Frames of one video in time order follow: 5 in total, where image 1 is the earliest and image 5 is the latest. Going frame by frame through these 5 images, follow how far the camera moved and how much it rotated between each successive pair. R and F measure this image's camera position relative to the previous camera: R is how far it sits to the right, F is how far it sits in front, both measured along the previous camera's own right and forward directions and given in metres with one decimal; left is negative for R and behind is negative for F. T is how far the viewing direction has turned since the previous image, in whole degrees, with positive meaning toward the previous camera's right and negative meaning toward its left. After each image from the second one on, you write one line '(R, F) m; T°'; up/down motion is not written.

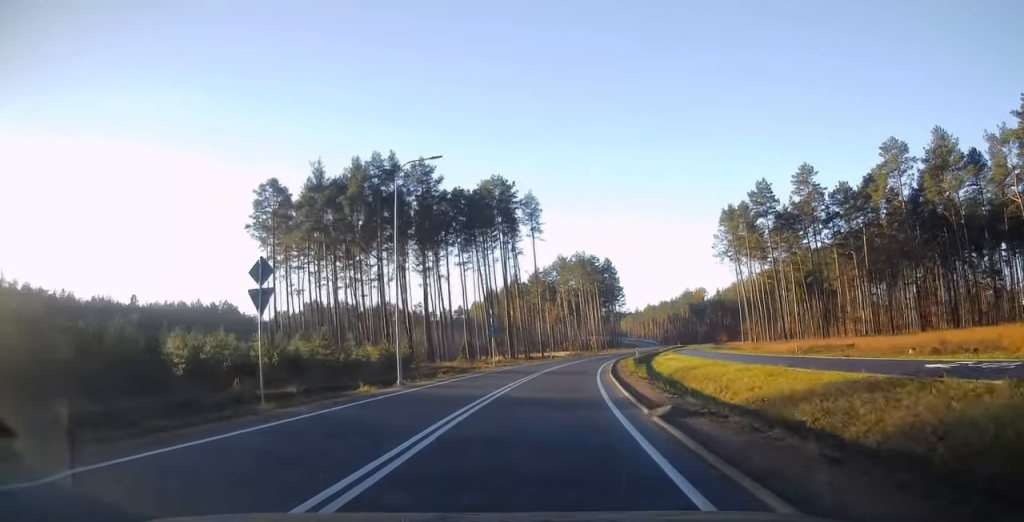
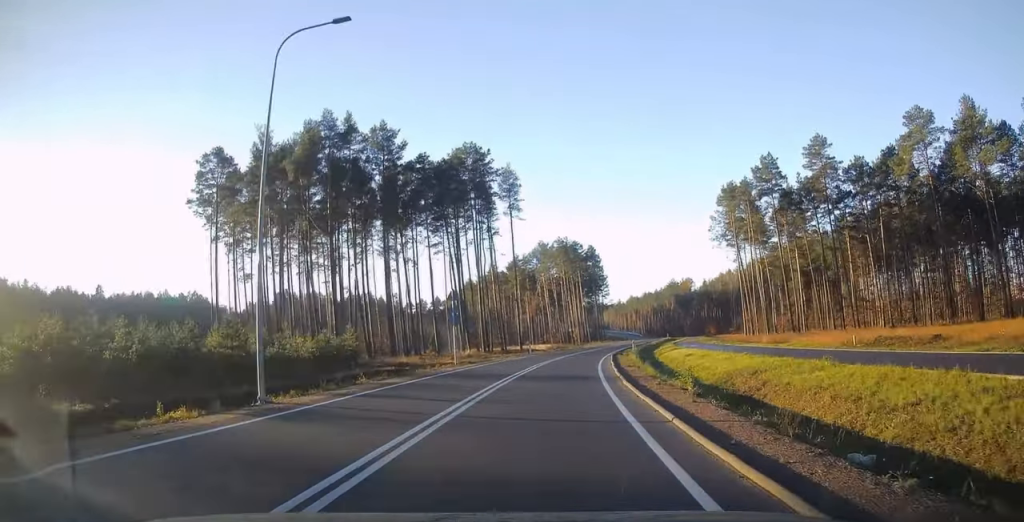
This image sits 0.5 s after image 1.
(+0.2, +10.9) m; +2°
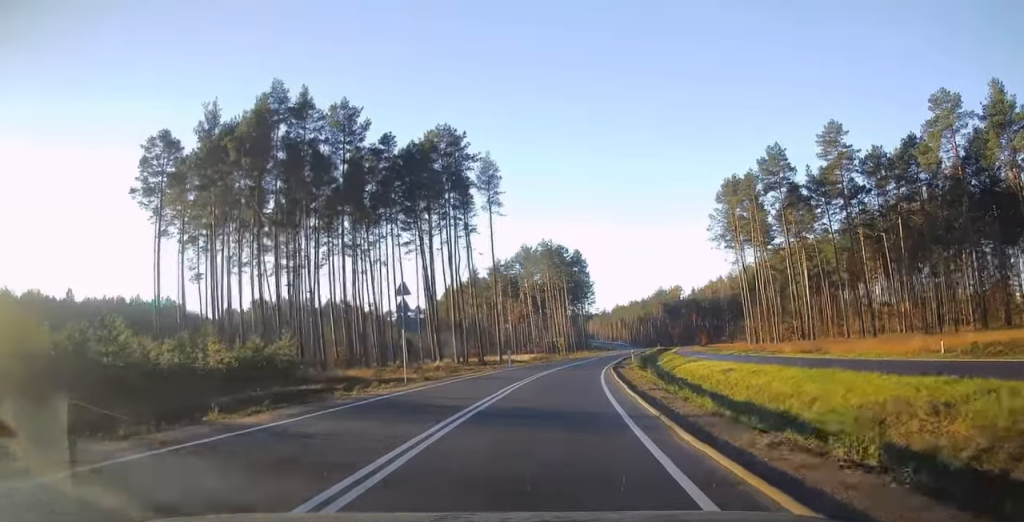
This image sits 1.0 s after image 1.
(0.0, +9.4) m; +2°
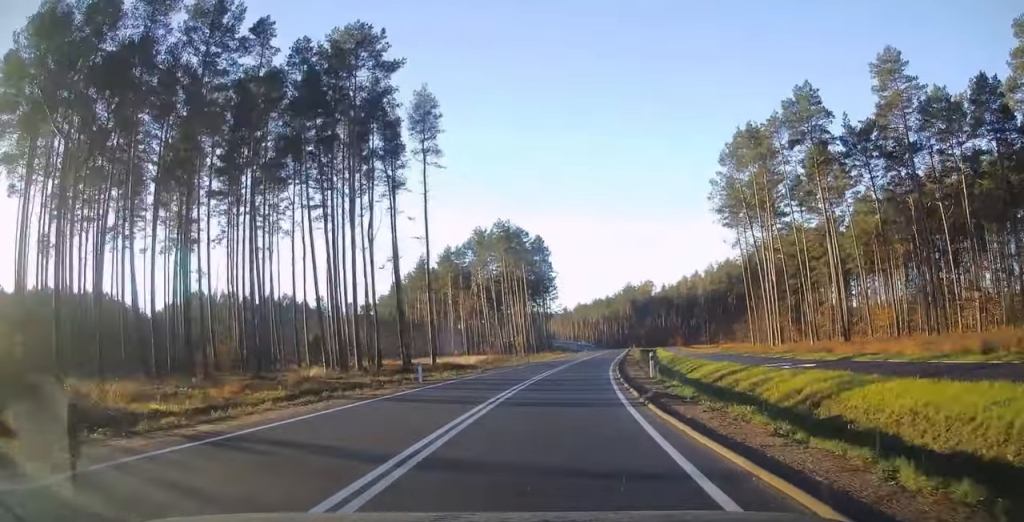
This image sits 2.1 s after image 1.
(+0.9, +21.9) m; +5°
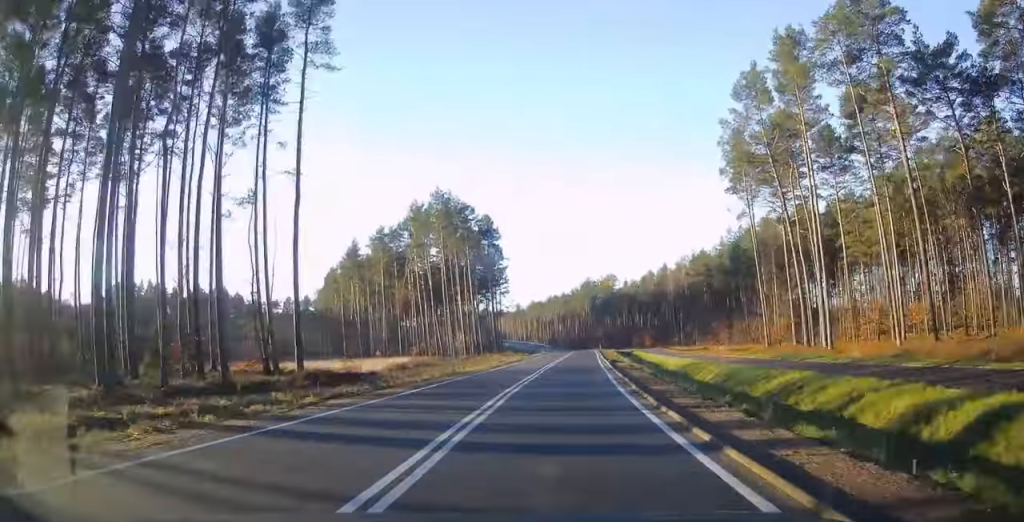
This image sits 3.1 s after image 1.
(+0.8, +22.3) m; +4°
